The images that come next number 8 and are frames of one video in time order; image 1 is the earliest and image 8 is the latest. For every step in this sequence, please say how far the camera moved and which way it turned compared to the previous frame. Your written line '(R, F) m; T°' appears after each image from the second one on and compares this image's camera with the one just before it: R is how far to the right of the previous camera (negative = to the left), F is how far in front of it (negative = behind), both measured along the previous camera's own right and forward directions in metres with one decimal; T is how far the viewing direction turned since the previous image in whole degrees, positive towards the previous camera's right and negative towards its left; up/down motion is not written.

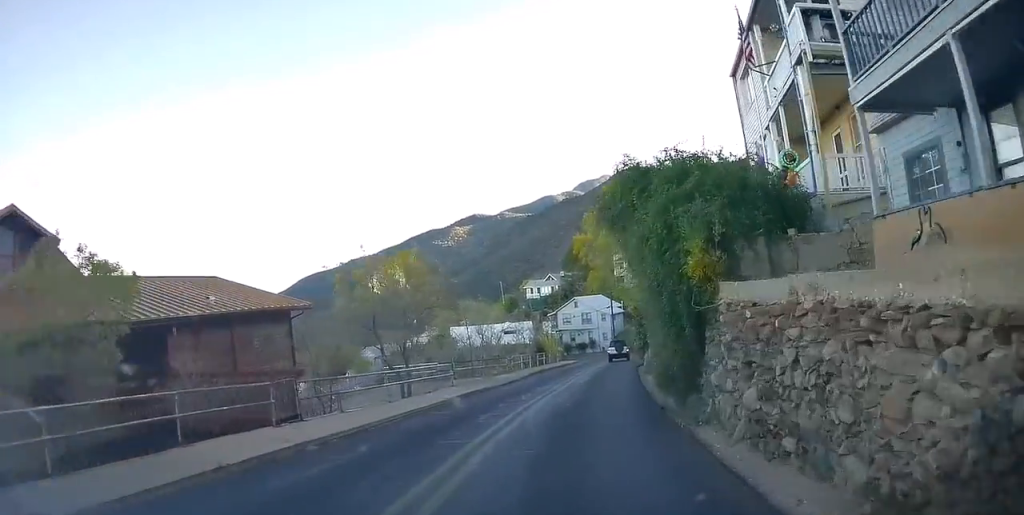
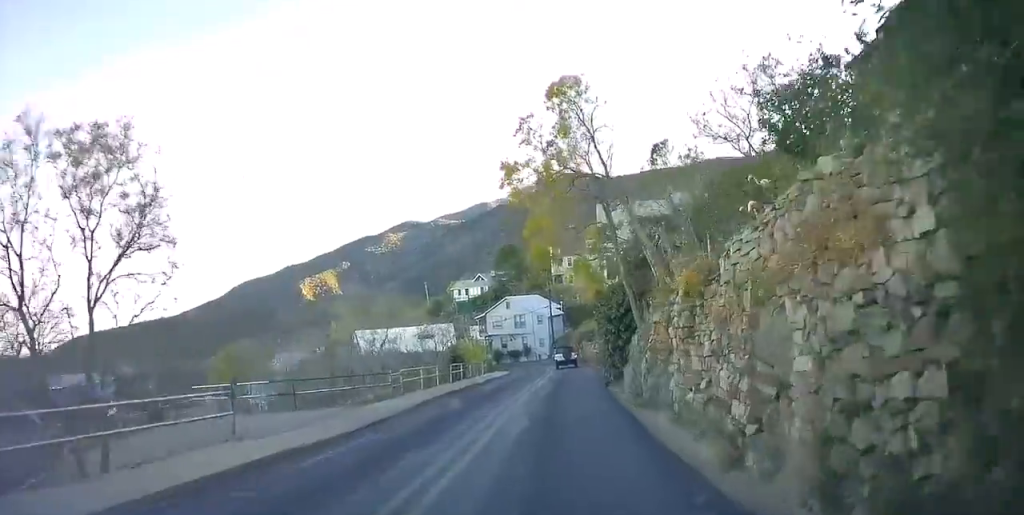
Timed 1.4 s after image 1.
(+1.2, +12.8) m; +8°
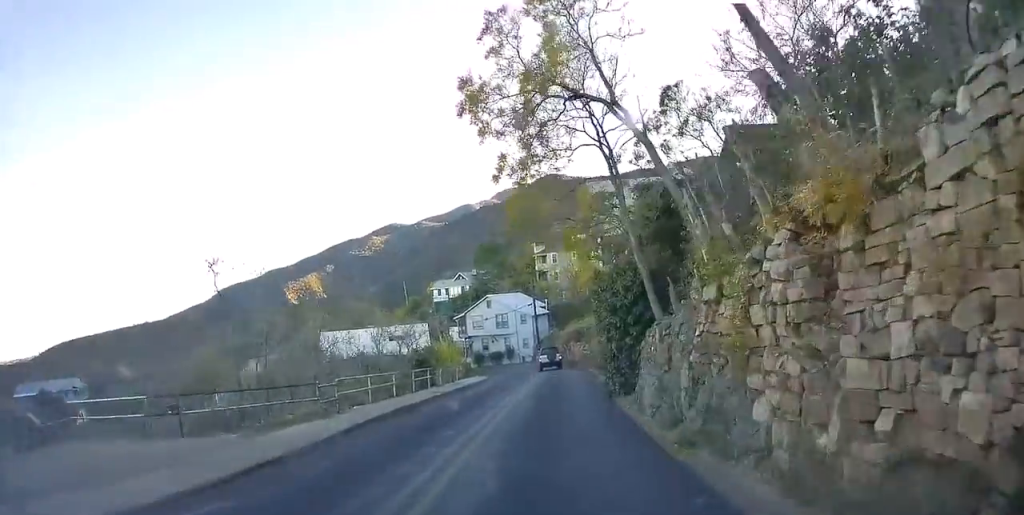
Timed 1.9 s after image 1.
(-0.1, +5.4) m; +3°
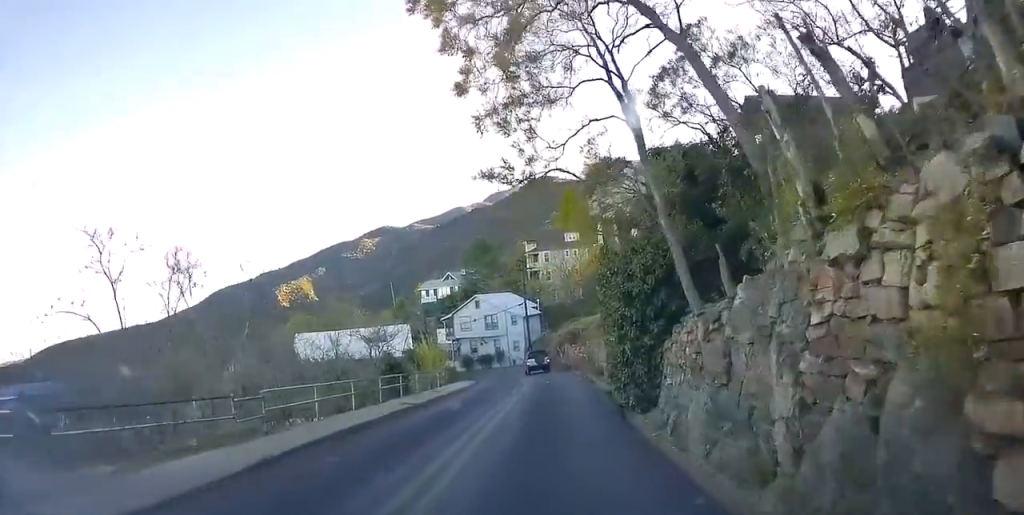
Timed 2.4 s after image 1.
(+0.2, +4.0) m; +2°
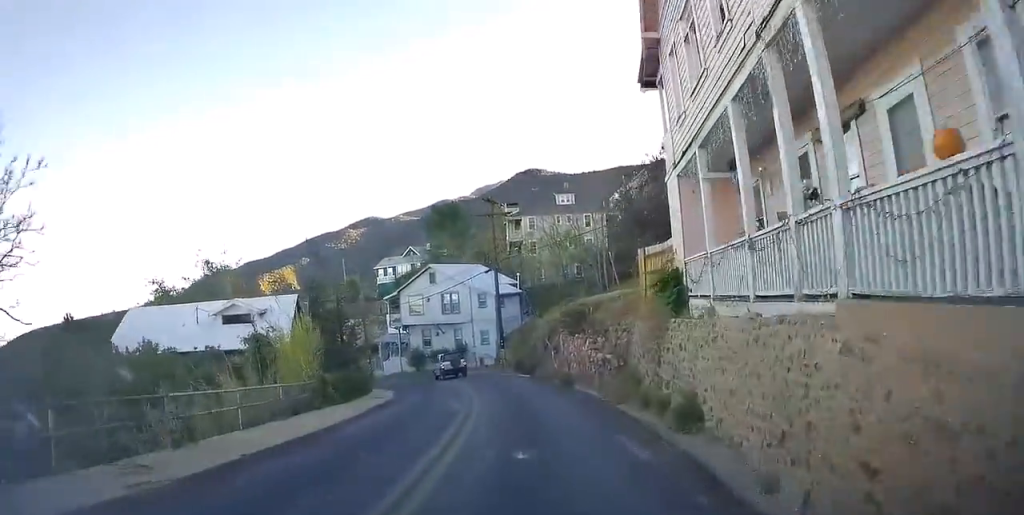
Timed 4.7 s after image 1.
(-0.2, +21.3) m; -5°
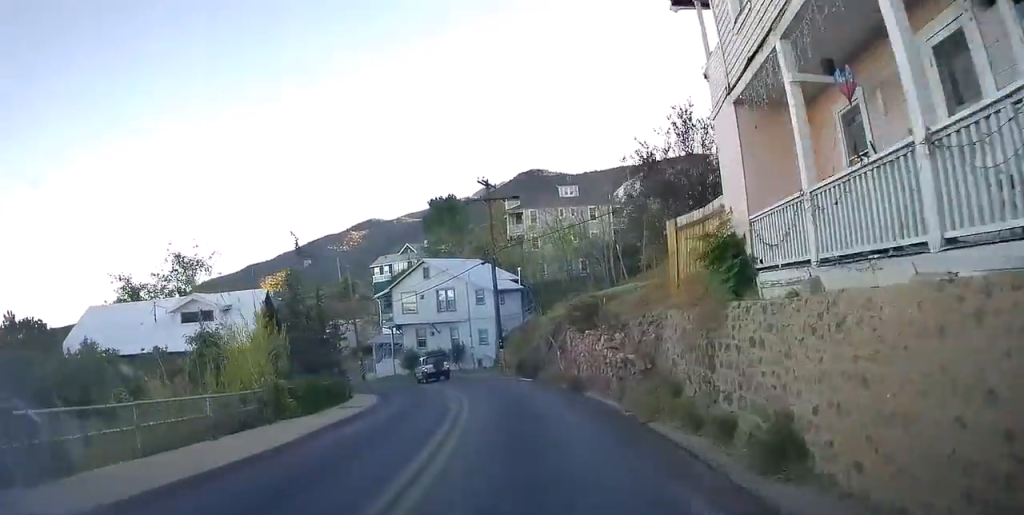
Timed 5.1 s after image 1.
(-0.1, +3.9) m; -1°
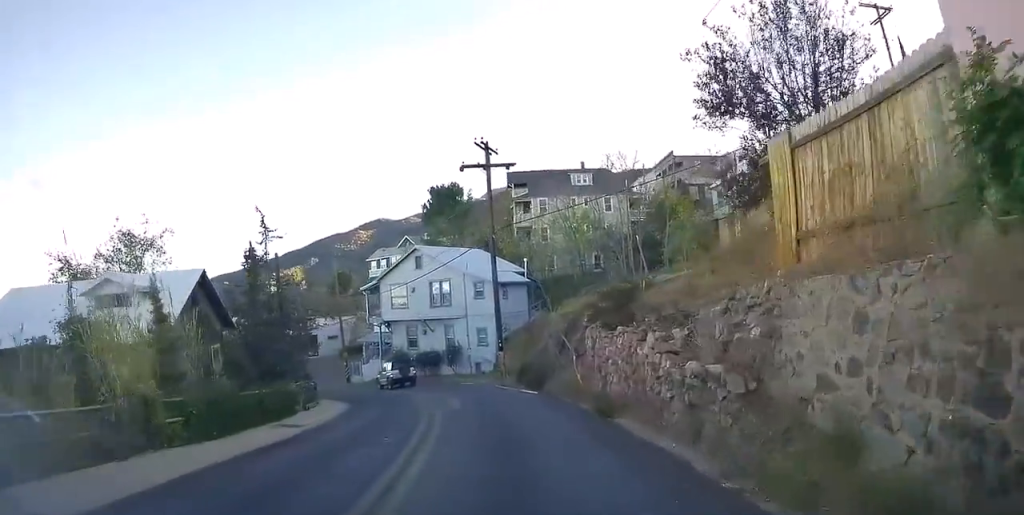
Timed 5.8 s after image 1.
(0.0, +6.1) m; 0°
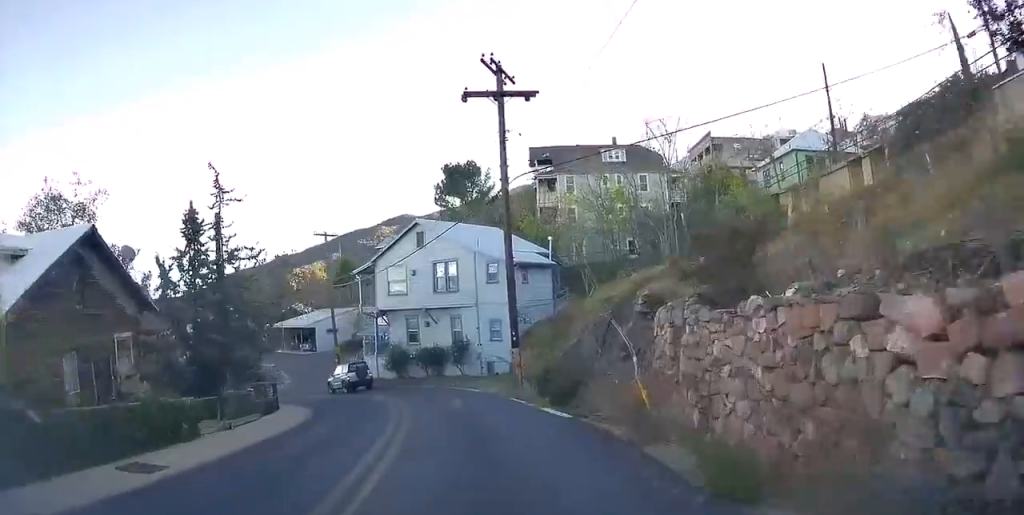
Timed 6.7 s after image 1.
(0.0, +7.2) m; 0°
